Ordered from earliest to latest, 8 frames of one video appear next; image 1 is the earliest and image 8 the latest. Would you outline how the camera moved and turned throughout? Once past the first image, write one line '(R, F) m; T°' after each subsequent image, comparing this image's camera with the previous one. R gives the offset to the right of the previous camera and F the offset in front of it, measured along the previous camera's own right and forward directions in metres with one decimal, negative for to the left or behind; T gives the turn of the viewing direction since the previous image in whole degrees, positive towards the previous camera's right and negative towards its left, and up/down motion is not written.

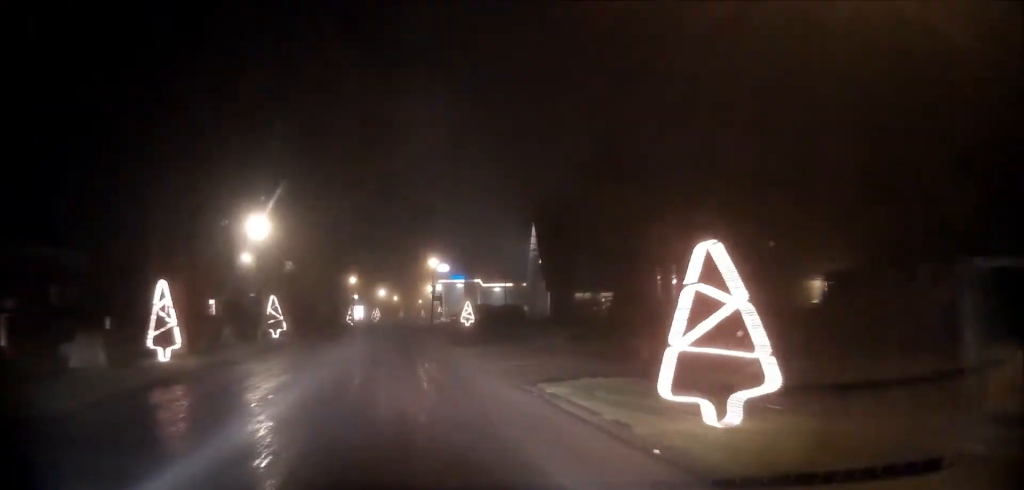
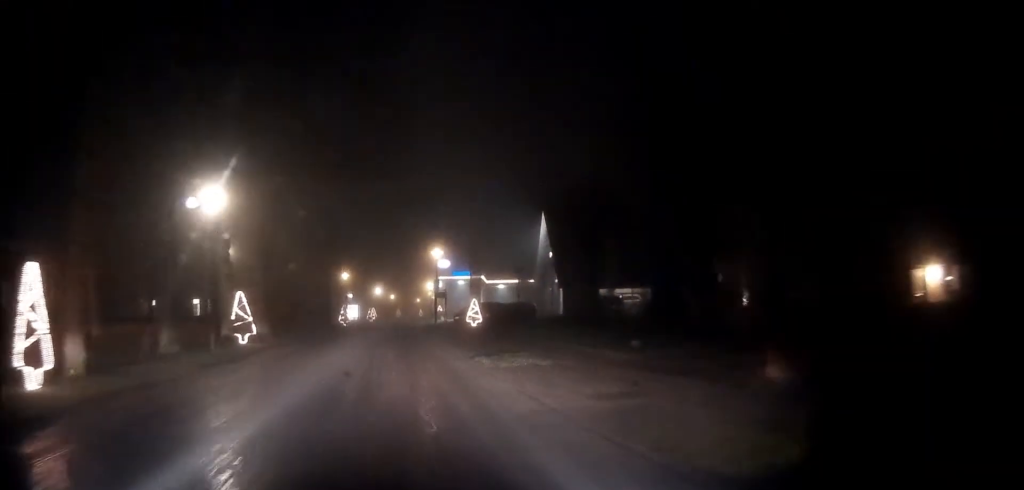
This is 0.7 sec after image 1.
(0.0, +6.6) m; +2°
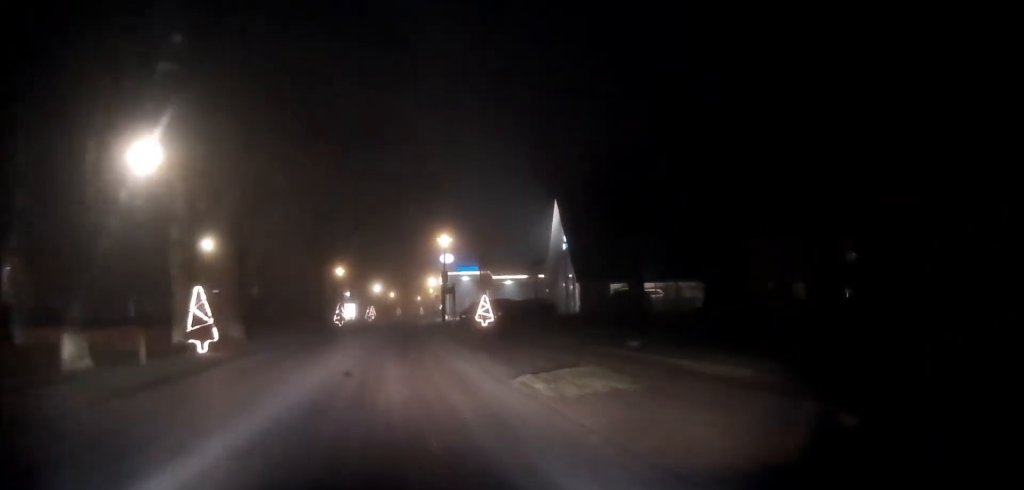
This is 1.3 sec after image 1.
(+0.1, +5.6) m; +1°
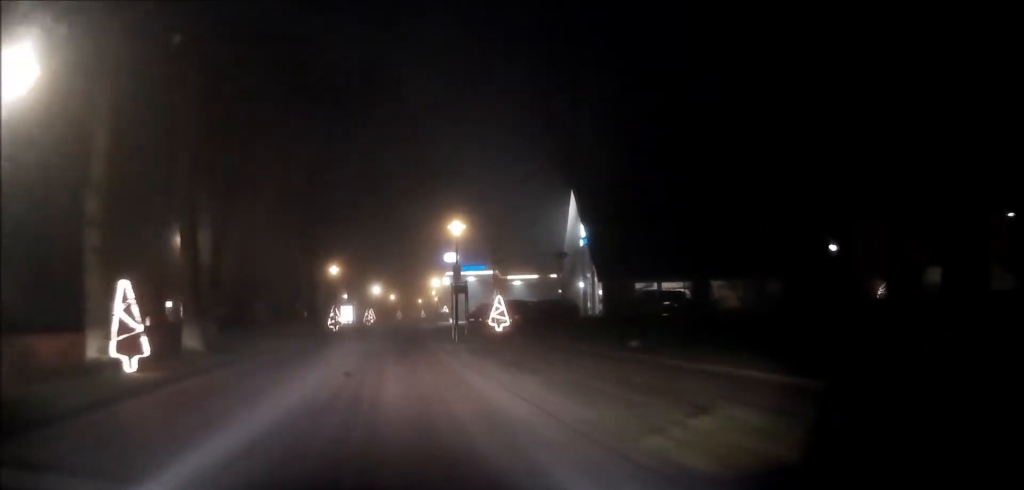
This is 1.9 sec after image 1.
(+0.1, +5.9) m; +1°
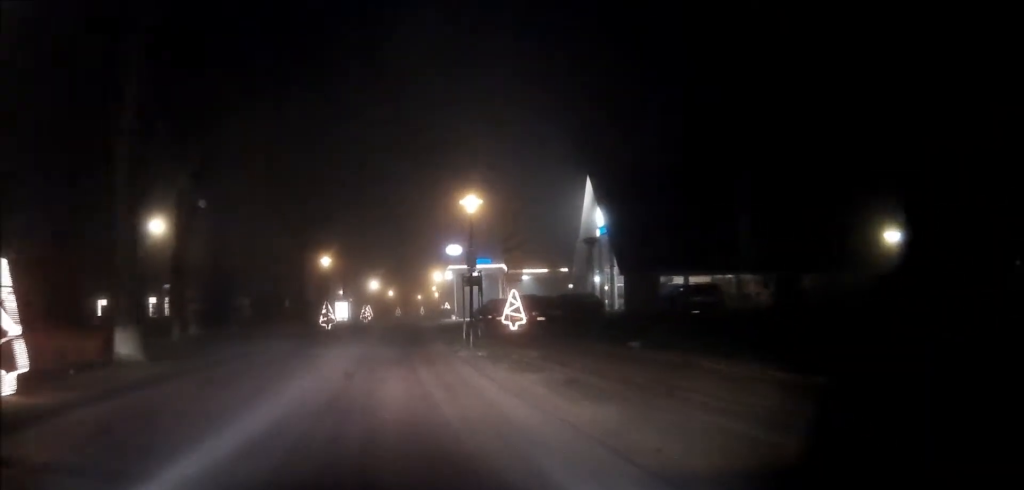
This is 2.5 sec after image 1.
(0.0, +5.2) m; 0°
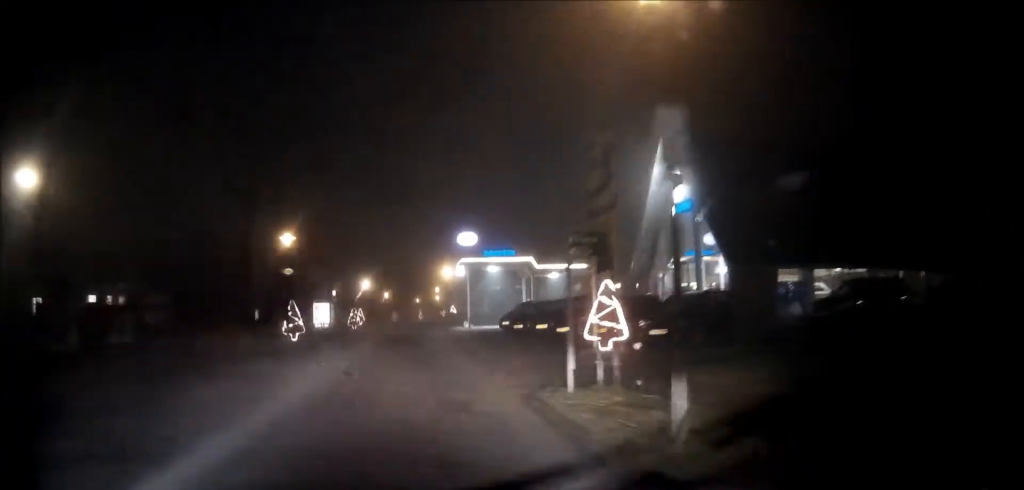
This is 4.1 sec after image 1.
(+0.1, +15.0) m; -1°
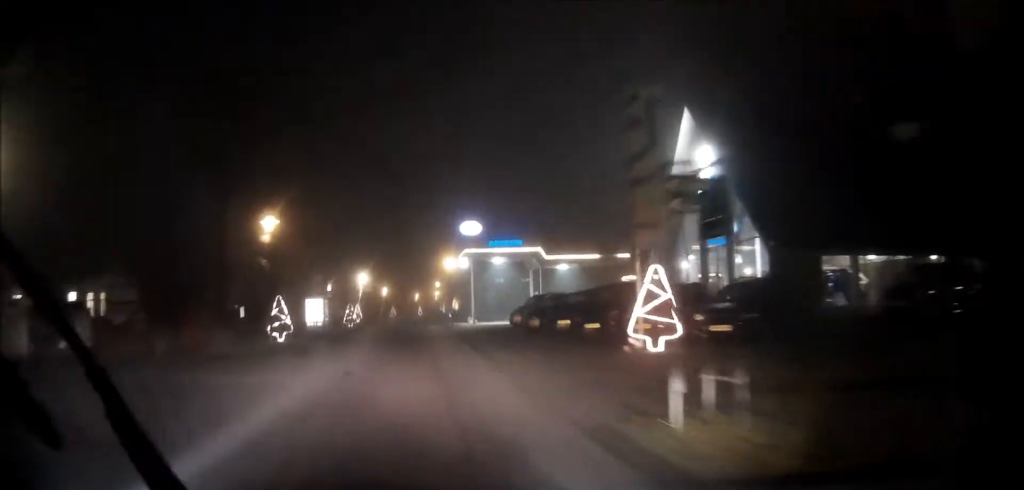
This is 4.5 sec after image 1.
(+0.1, +3.7) m; -1°
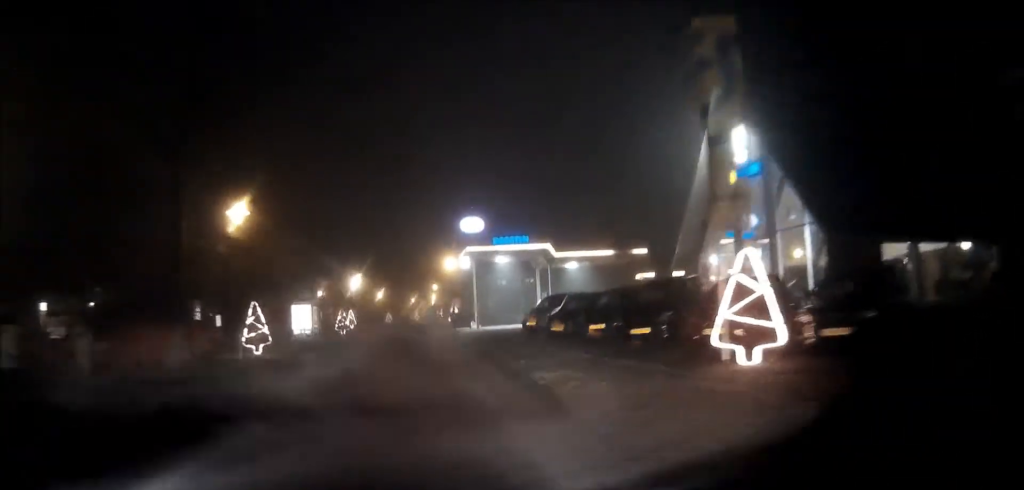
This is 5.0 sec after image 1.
(-0.2, +4.6) m; -2°
